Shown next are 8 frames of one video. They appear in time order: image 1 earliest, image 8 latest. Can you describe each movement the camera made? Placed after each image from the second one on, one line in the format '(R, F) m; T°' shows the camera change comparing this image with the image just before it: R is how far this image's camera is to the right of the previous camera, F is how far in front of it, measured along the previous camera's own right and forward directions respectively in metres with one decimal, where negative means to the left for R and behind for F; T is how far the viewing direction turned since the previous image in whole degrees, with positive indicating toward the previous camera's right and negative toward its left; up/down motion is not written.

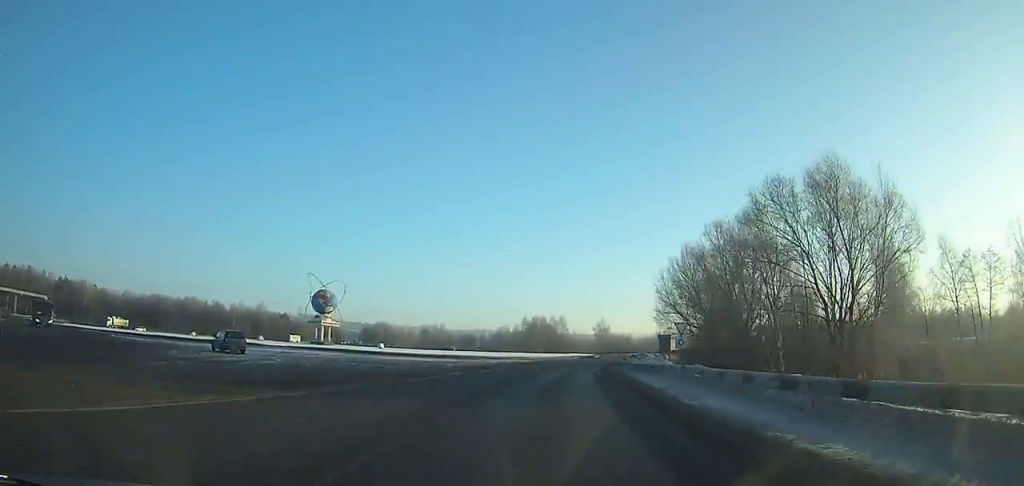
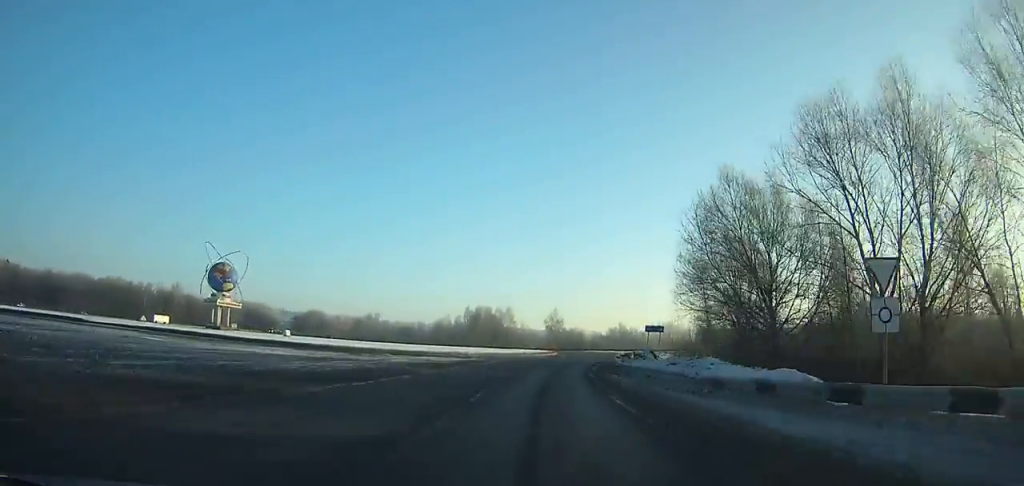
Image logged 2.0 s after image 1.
(+2.2, +24.9) m; +7°
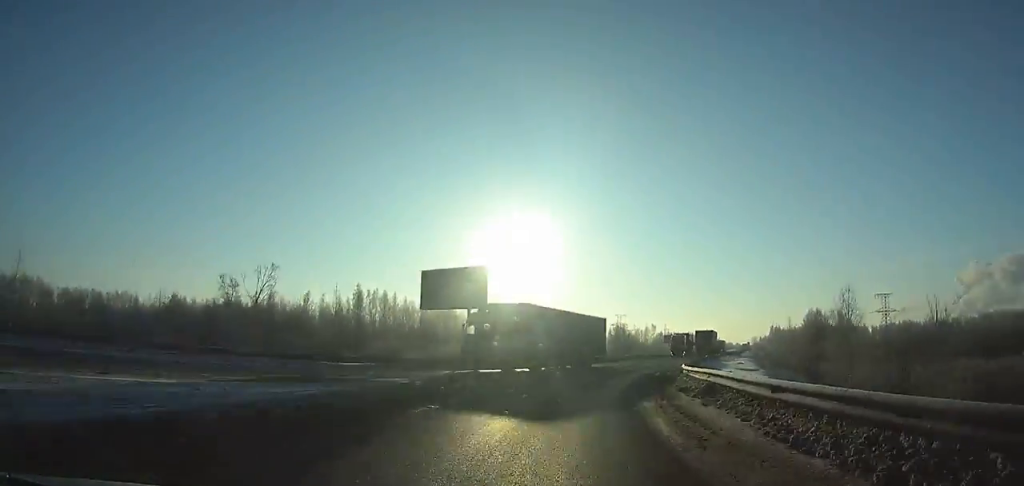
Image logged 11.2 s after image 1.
(+49.9, +94.4) m; +64°
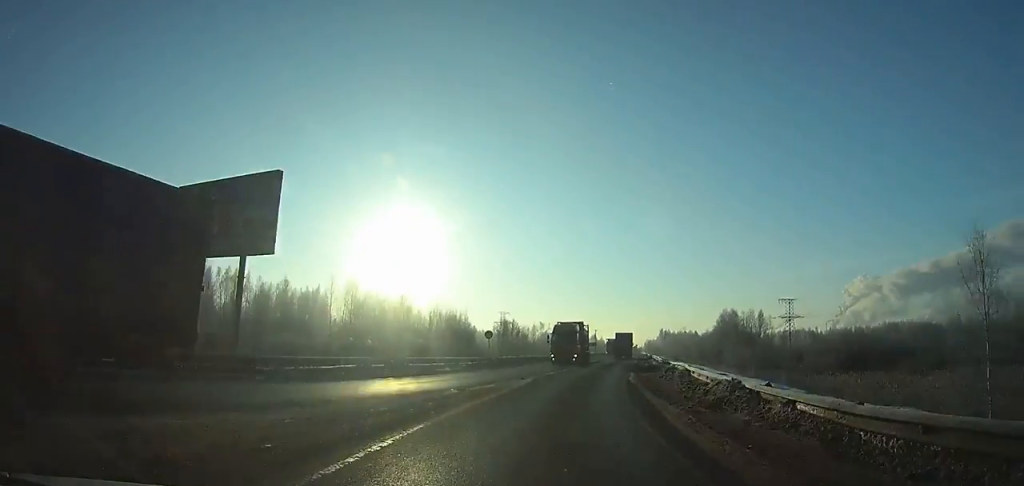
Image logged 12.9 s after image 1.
(+2.8, +23.5) m; +9°
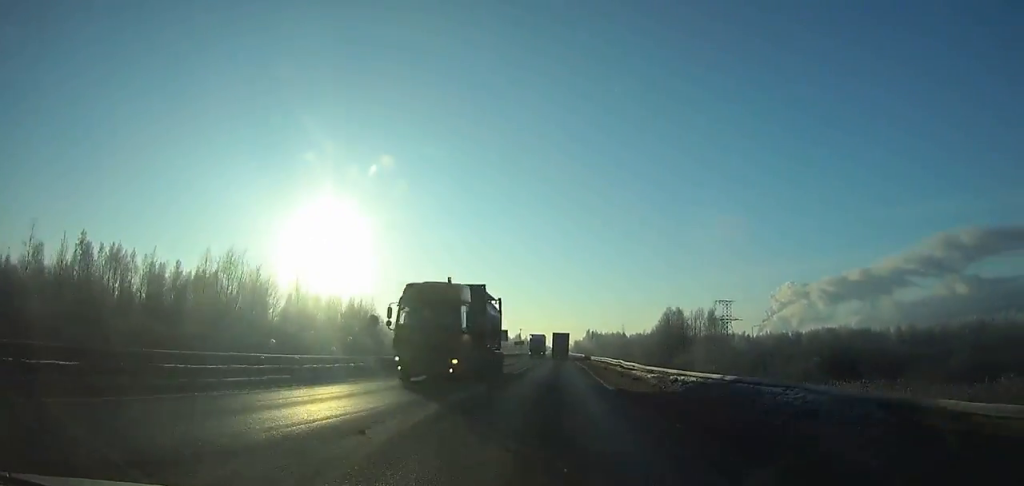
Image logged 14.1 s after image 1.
(+1.4, +17.5) m; +4°
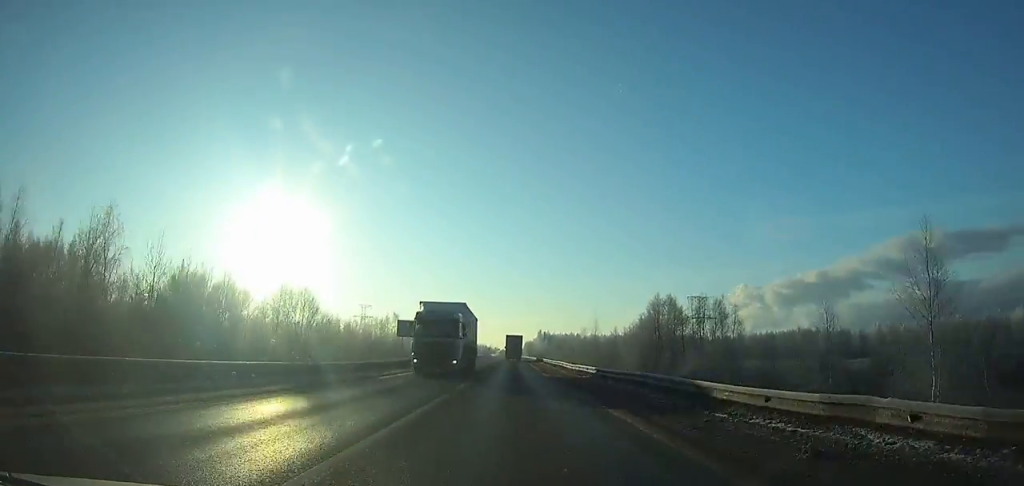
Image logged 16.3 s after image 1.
(+1.8, +34.5) m; +3°
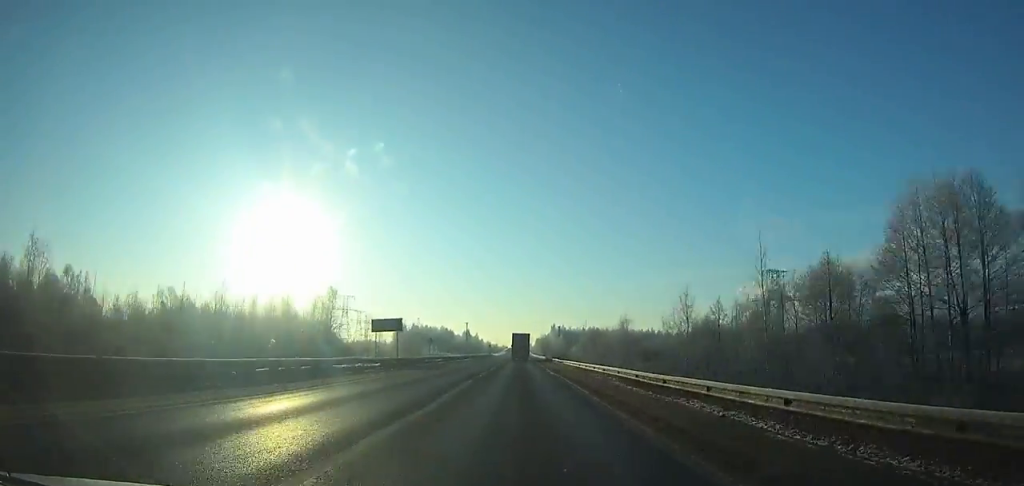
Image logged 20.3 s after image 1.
(+0.5, +68.9) m; 0°
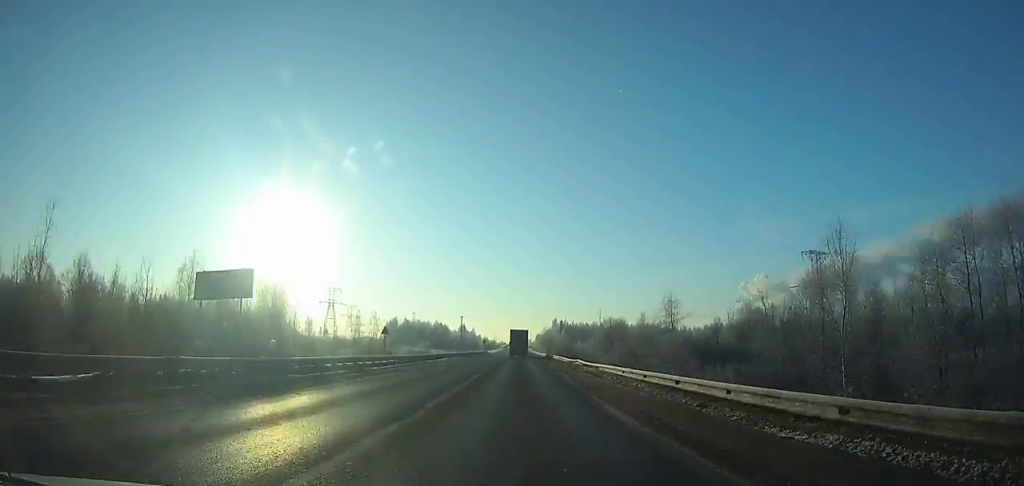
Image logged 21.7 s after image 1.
(-0.1, +26.1) m; 0°
